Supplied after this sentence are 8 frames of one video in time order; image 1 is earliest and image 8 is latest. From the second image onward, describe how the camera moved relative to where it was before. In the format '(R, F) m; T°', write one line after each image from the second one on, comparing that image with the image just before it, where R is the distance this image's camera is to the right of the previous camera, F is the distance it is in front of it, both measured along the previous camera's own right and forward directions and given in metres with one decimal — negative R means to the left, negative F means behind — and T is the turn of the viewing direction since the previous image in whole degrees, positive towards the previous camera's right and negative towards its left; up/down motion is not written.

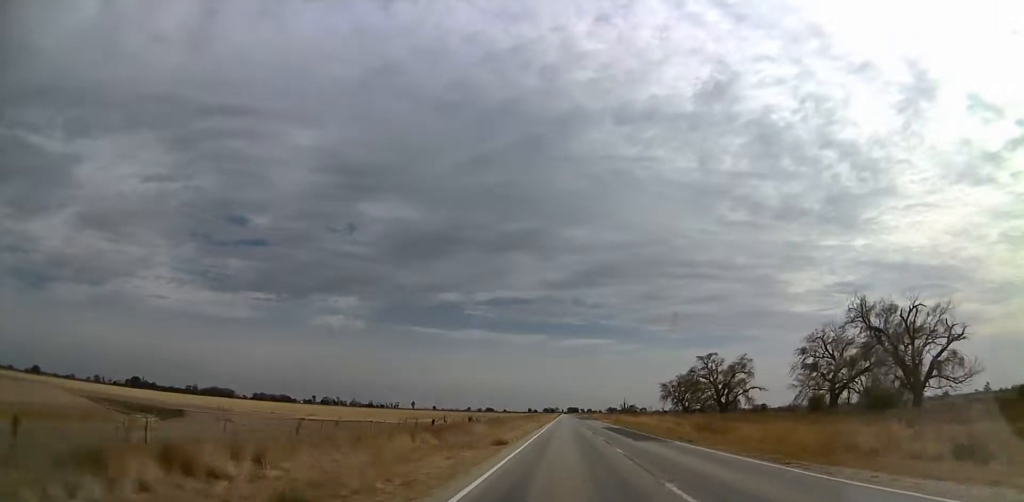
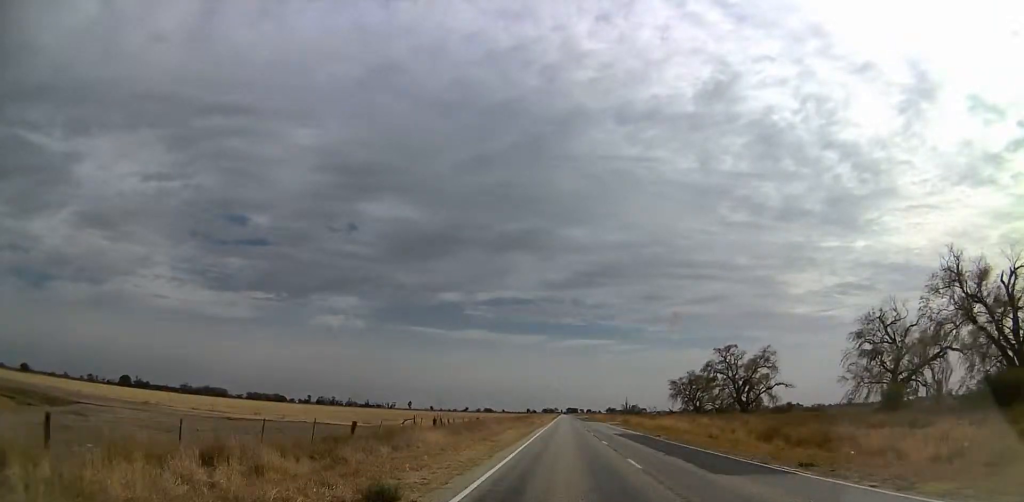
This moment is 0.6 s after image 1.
(0.0, +16.2) m; 0°
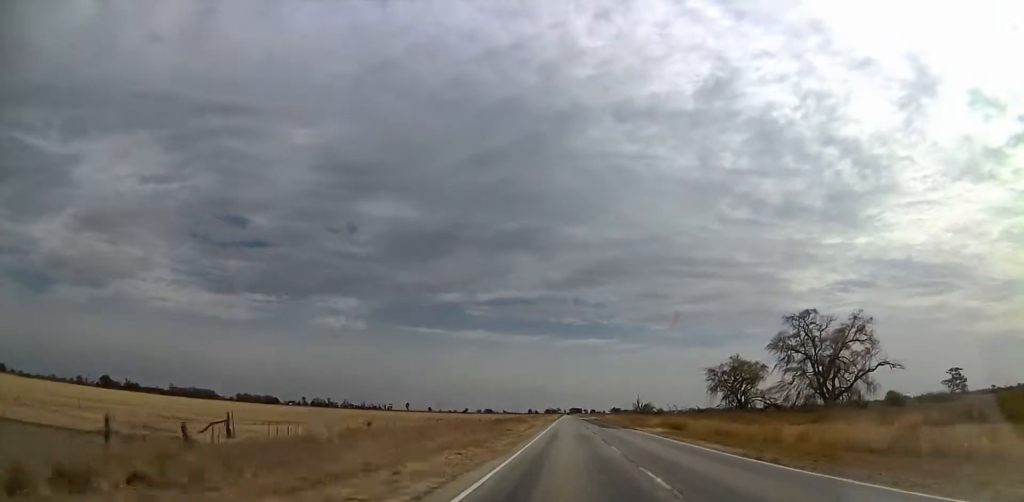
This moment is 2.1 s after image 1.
(0.0, +40.4) m; 0°
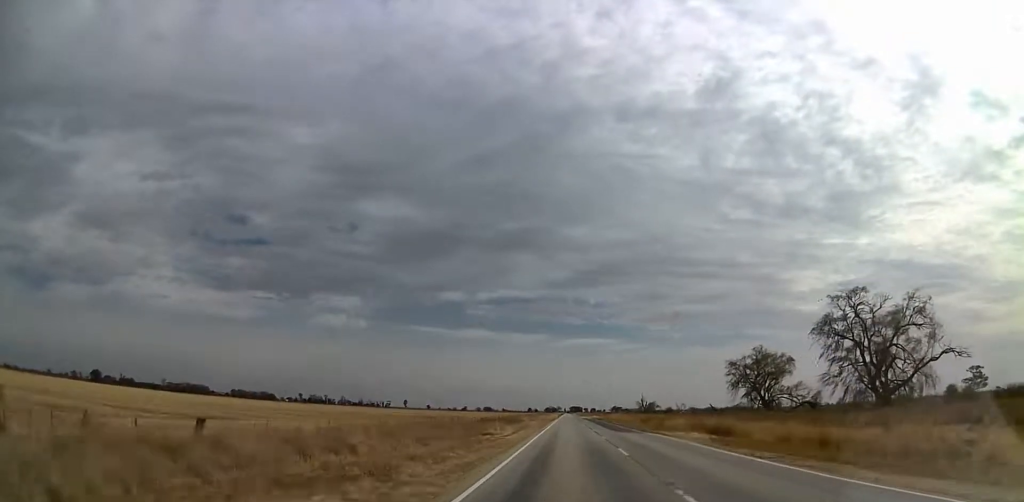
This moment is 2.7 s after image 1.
(0.0, +15.4) m; 0°
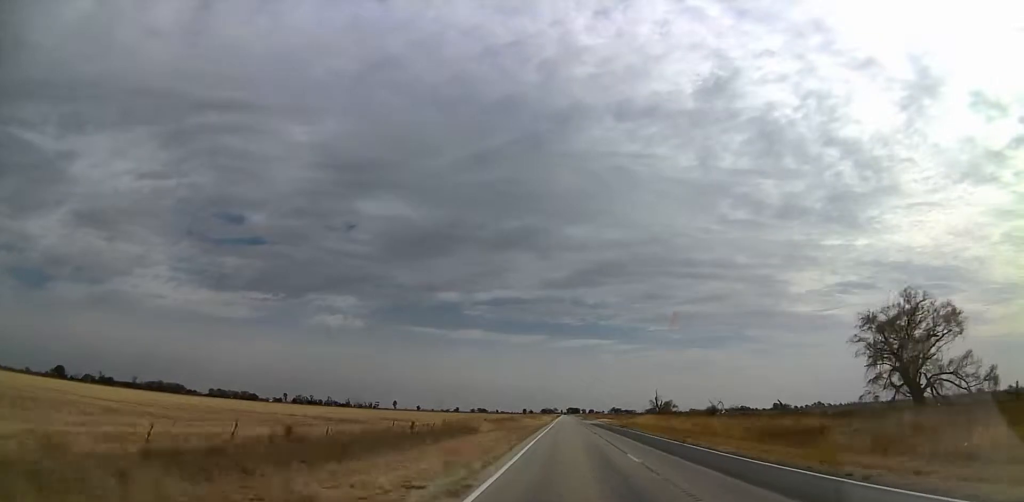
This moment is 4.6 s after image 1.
(0.0, +51.4) m; 0°
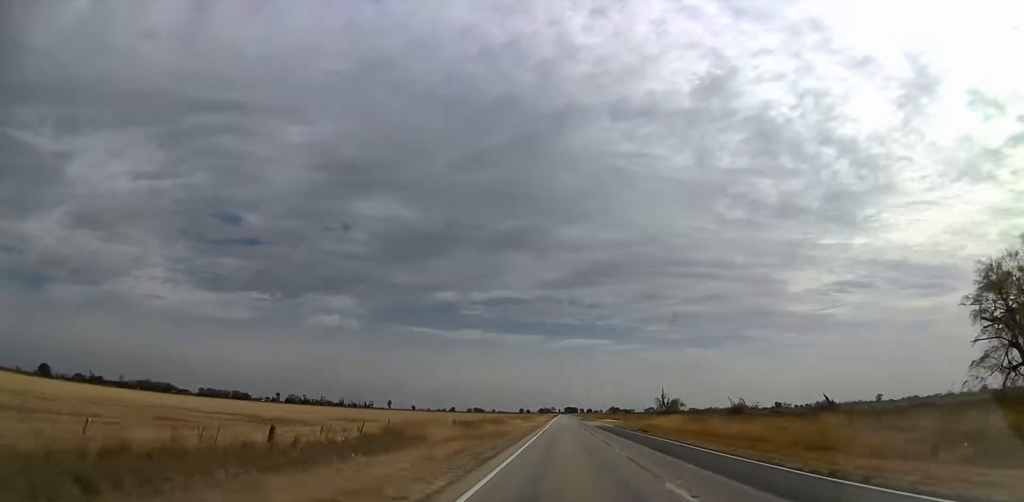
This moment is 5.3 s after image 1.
(0.0, +19.7) m; 0°
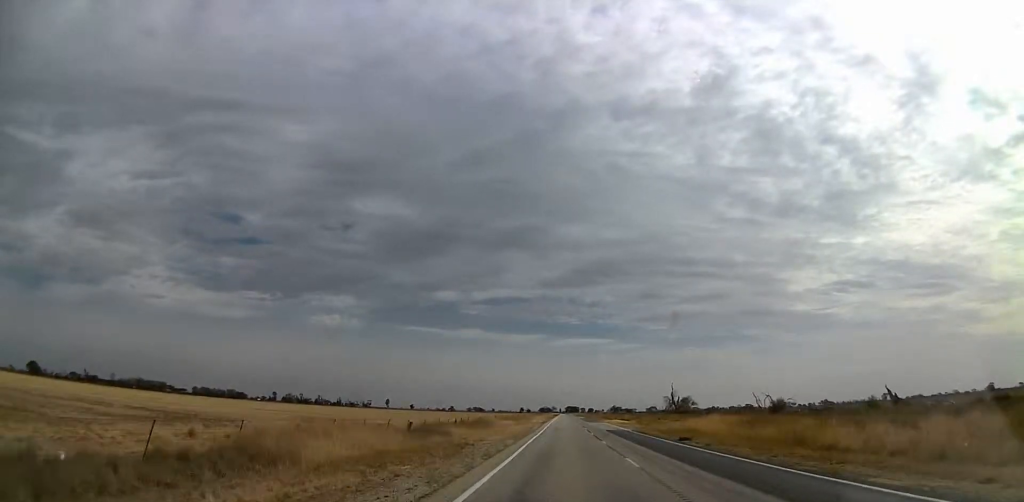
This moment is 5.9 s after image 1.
(0.0, +17.1) m; 0°
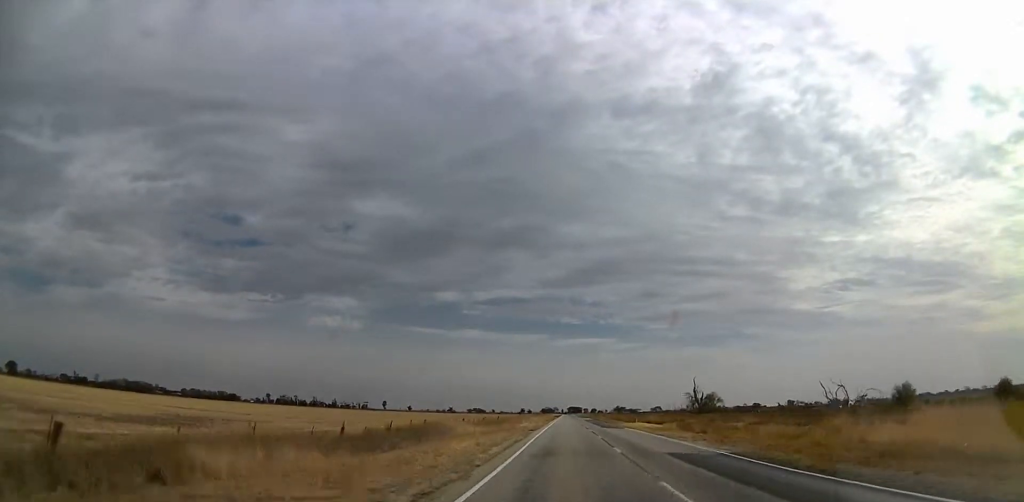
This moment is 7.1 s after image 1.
(0.0, +30.7) m; 0°
